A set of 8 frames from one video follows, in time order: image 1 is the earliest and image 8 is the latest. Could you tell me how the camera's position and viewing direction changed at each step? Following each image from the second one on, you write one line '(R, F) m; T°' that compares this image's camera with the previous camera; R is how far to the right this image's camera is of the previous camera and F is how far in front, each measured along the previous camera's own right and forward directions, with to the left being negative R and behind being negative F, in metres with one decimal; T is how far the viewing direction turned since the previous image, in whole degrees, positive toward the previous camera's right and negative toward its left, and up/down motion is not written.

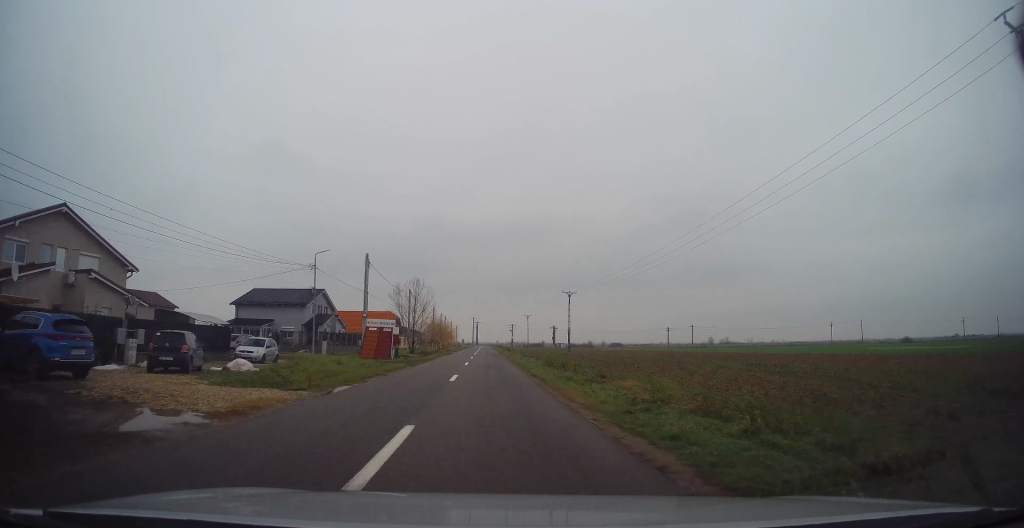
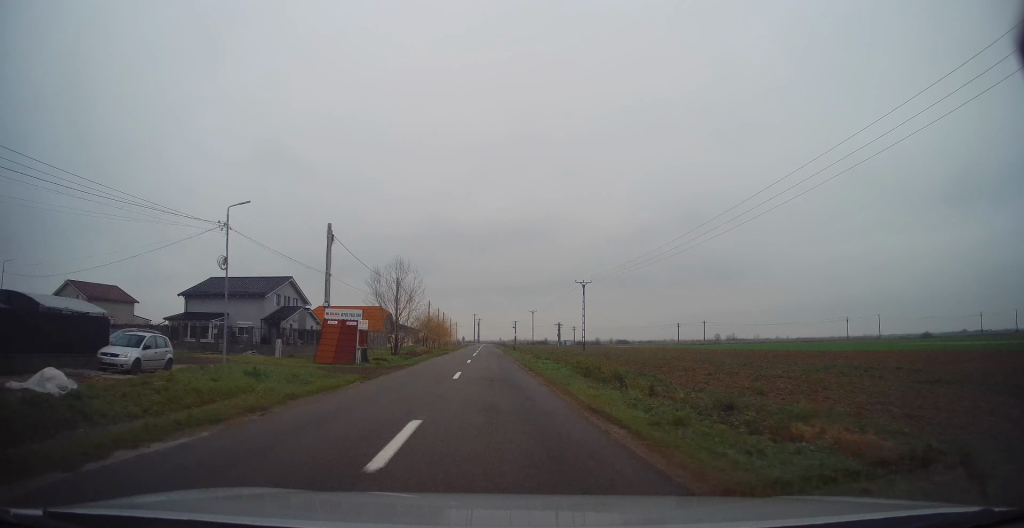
(+0.2, +11.7) m; +1°
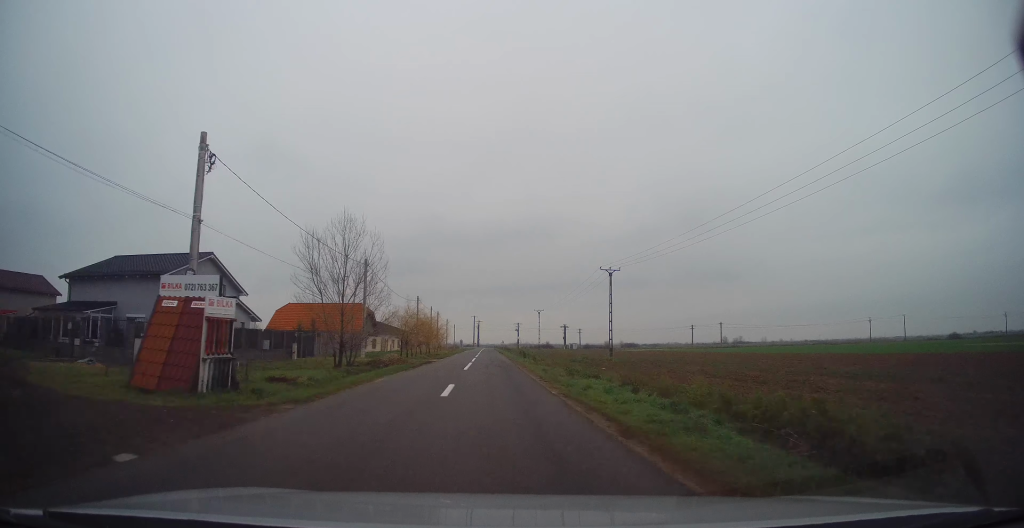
(+0.3, +16.4) m; 0°
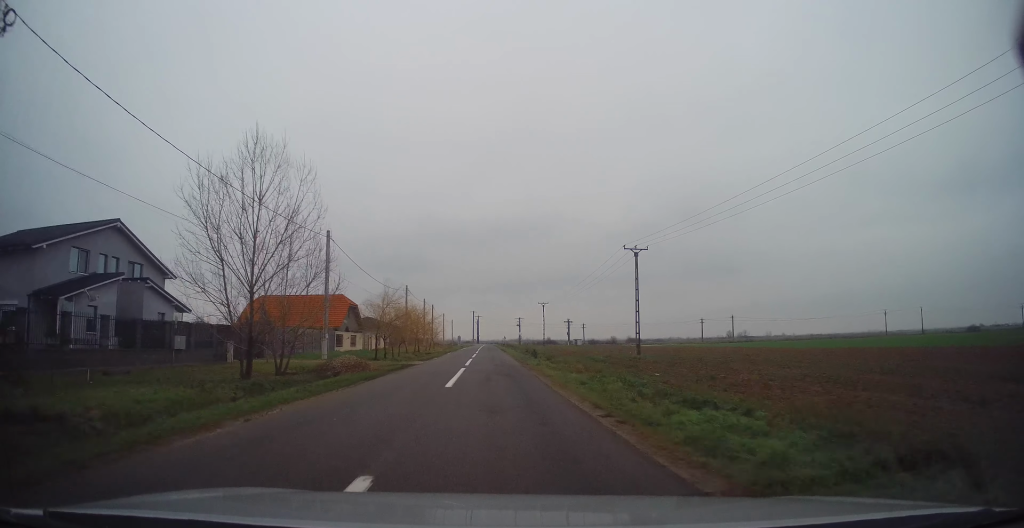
(0.0, +10.9) m; 0°
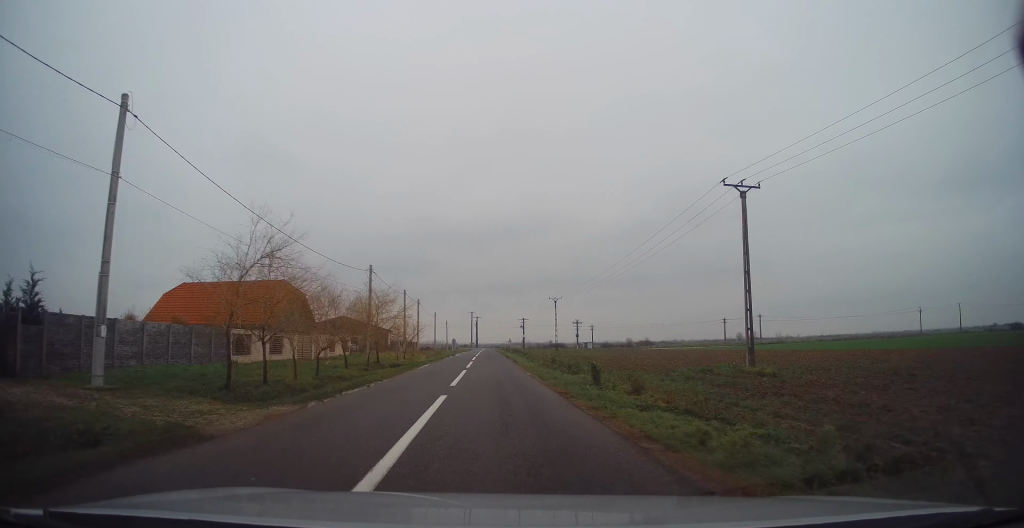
(-0.2, +22.1) m; -1°
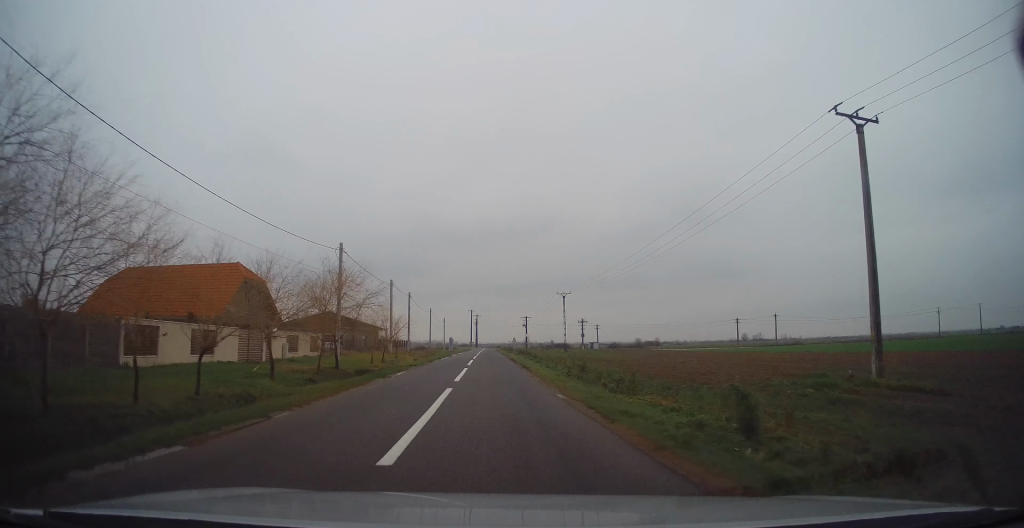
(0.0, +10.6) m; 0°
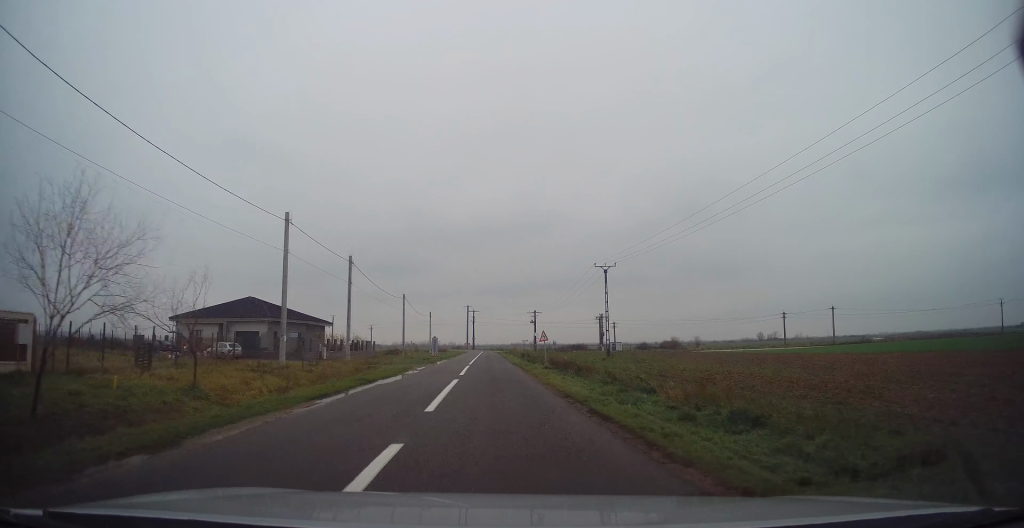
(0.0, +31.9) m; 0°
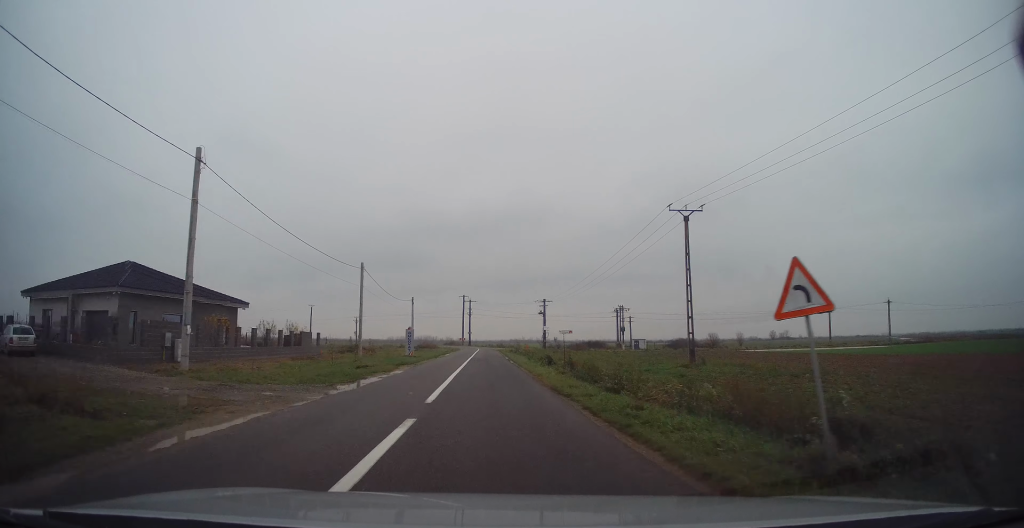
(0.0, +24.1) m; 0°
